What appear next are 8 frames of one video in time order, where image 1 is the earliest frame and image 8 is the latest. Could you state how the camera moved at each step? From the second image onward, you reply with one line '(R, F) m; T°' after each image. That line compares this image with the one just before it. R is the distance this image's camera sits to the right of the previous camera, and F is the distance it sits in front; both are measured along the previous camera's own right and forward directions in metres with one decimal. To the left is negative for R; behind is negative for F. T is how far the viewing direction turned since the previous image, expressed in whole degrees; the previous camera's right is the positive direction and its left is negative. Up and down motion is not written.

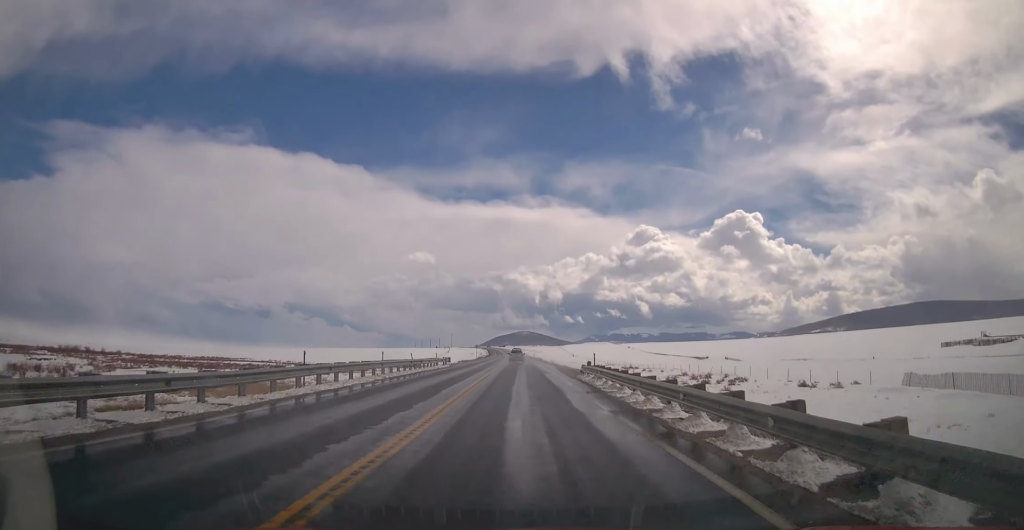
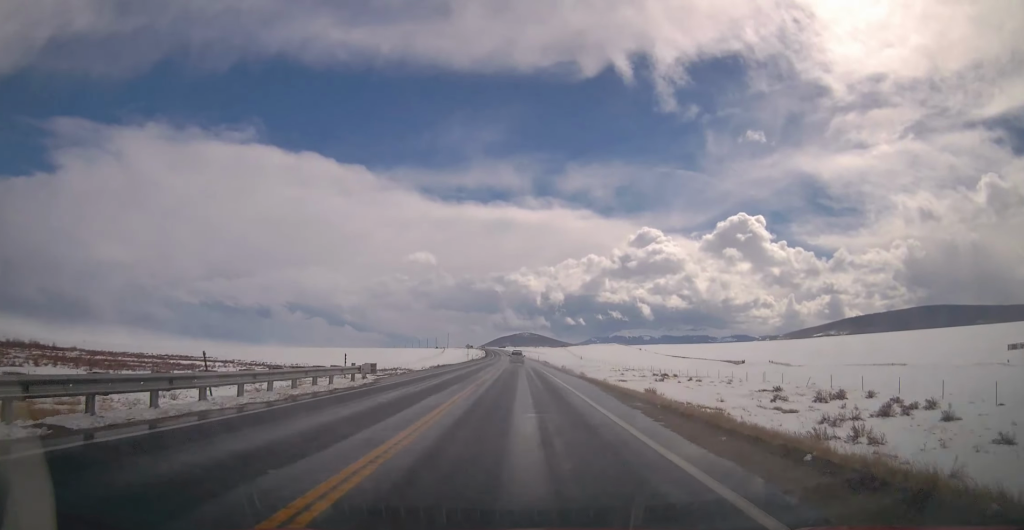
(+0.5, +28.5) m; +1°
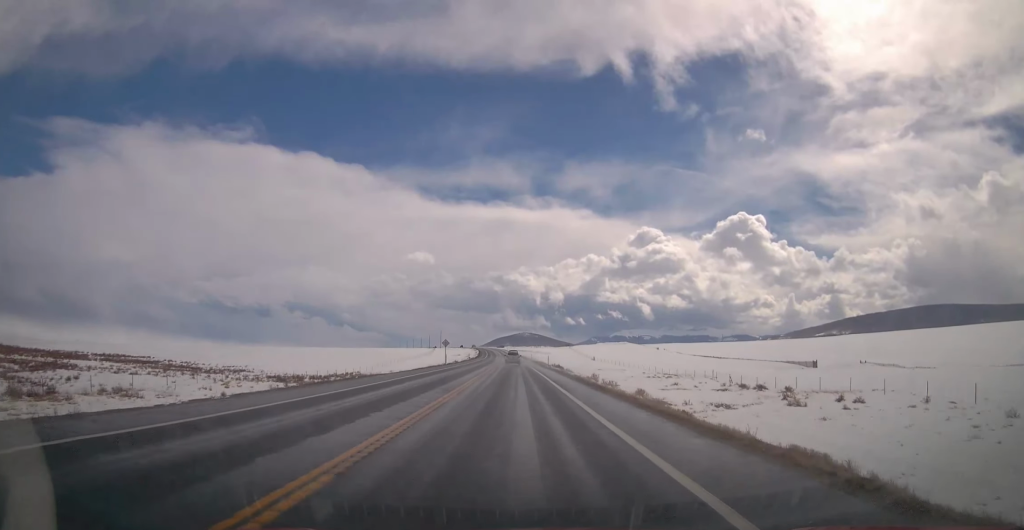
(0.0, +37.0) m; 0°
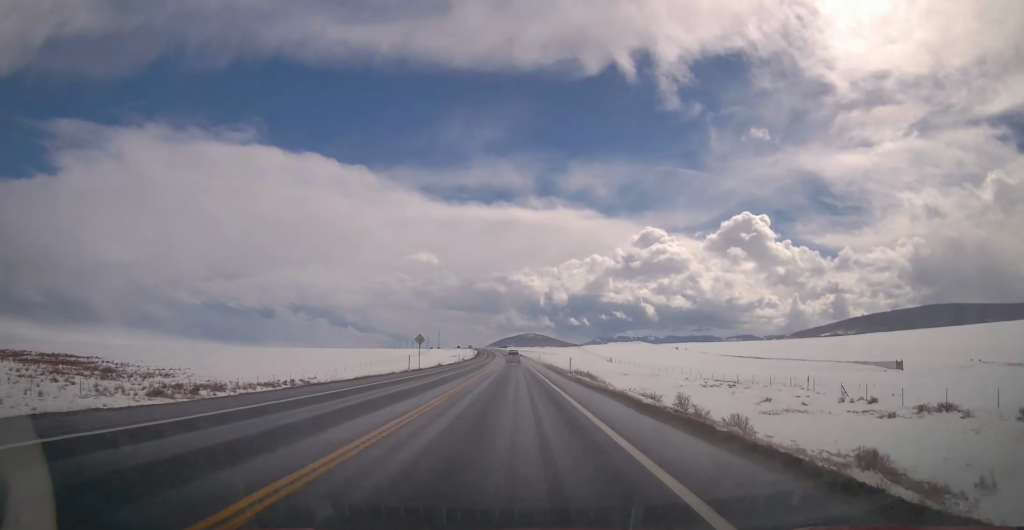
(0.0, +26.6) m; 0°
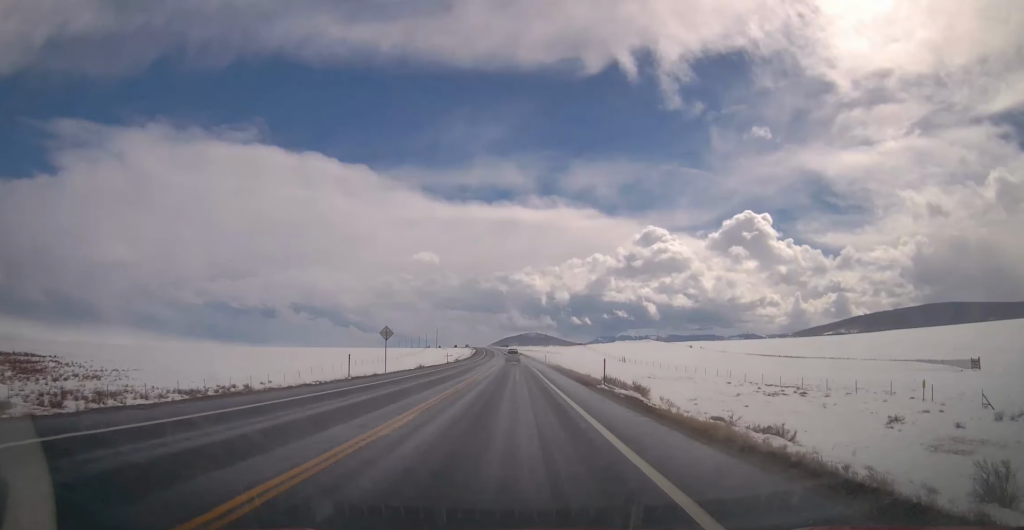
(+0.1, +16.7) m; -1°
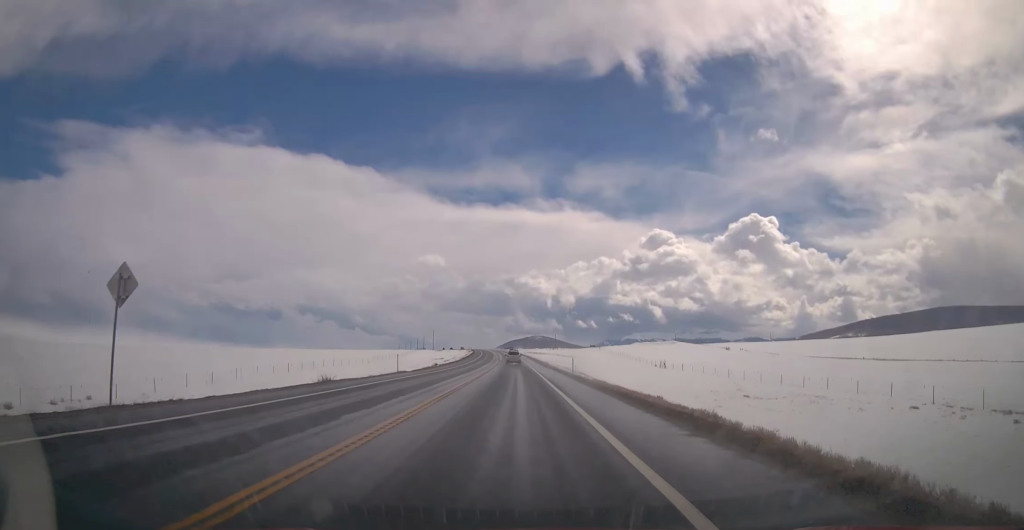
(-0.5, +32.9) m; 0°
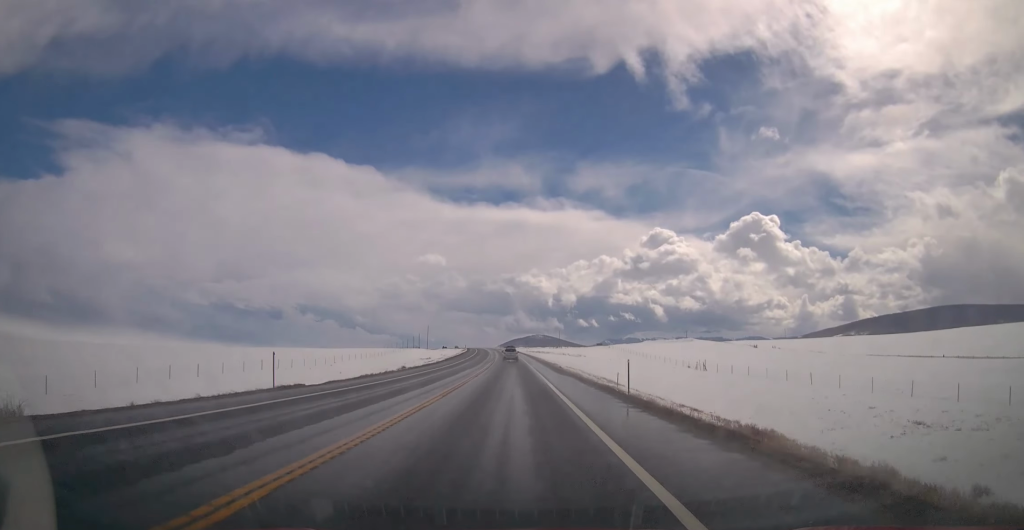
(+0.1, +21.6) m; 0°
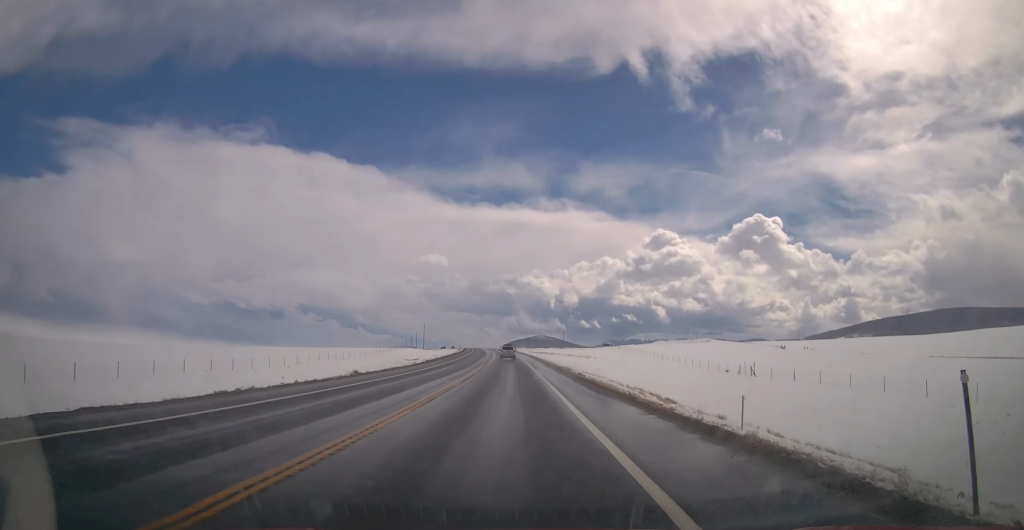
(+0.4, +17.2) m; 0°
